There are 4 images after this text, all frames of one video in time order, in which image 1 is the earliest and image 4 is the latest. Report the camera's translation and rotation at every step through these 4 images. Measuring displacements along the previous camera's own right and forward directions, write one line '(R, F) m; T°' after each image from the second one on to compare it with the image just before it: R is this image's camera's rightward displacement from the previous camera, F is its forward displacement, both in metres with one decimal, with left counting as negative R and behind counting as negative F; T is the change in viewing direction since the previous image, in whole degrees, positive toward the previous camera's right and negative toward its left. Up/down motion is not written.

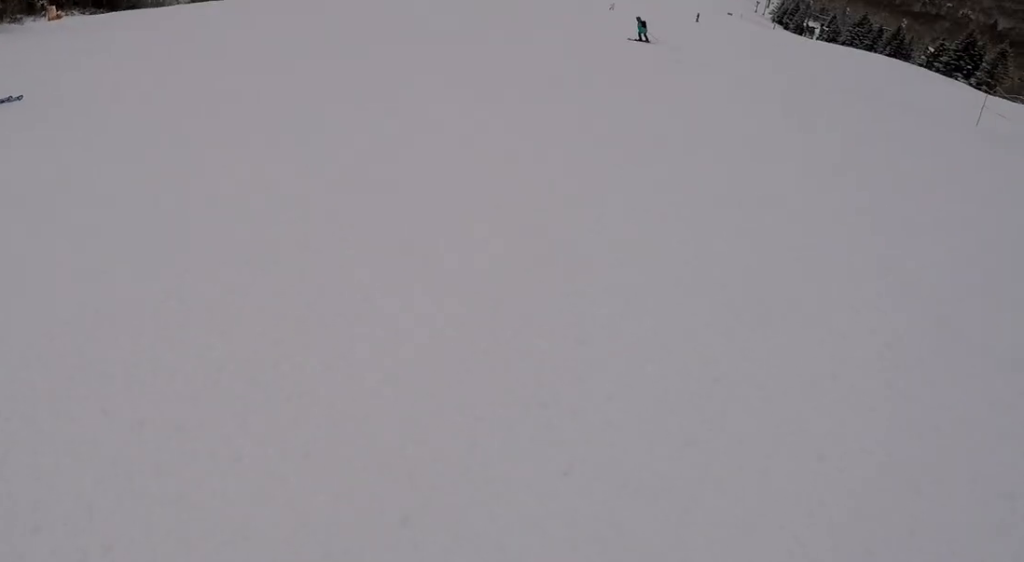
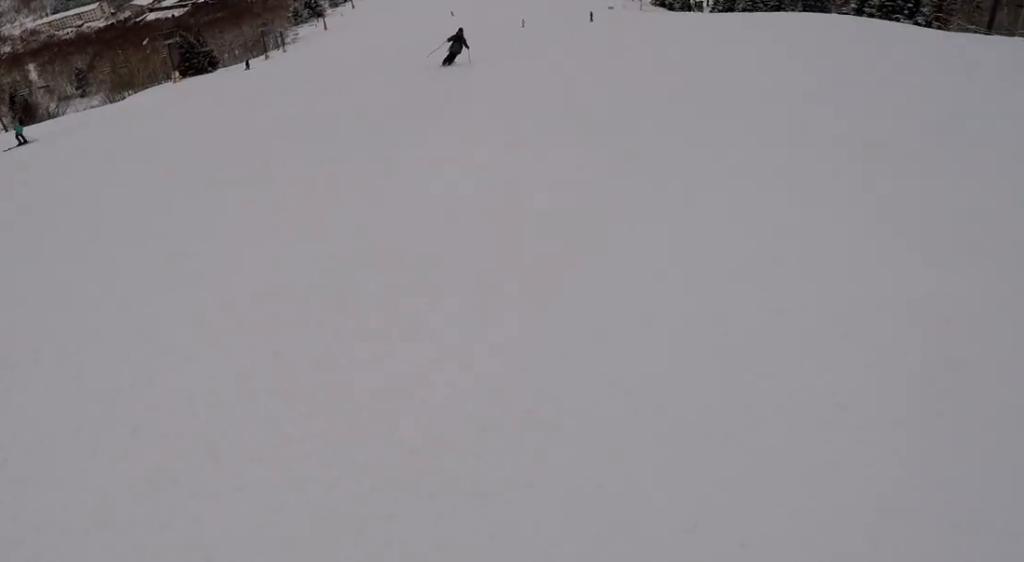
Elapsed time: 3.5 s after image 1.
(-0.1, +20.1) m; +13°
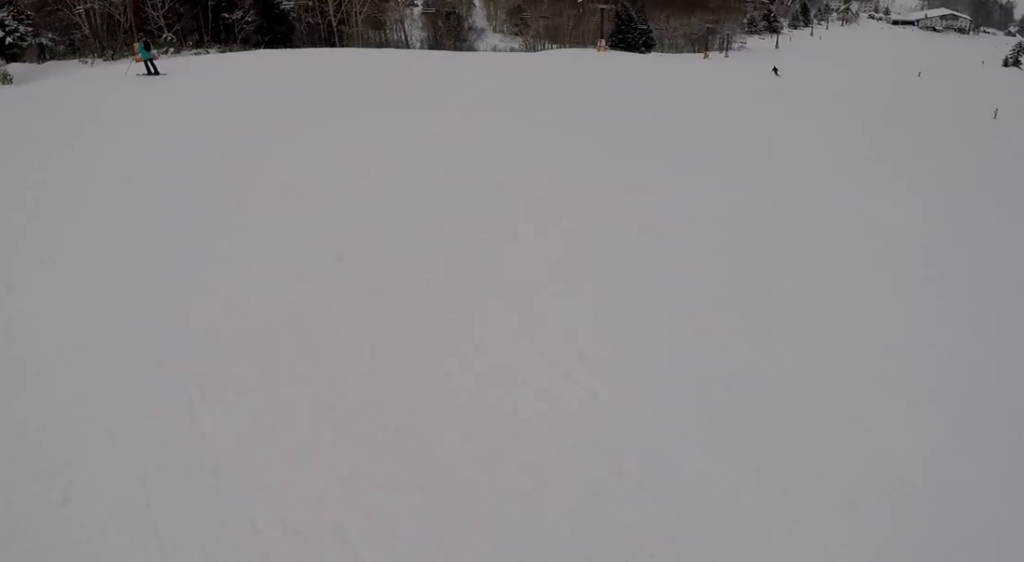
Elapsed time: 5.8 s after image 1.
(-6.0, +11.4) m; -31°
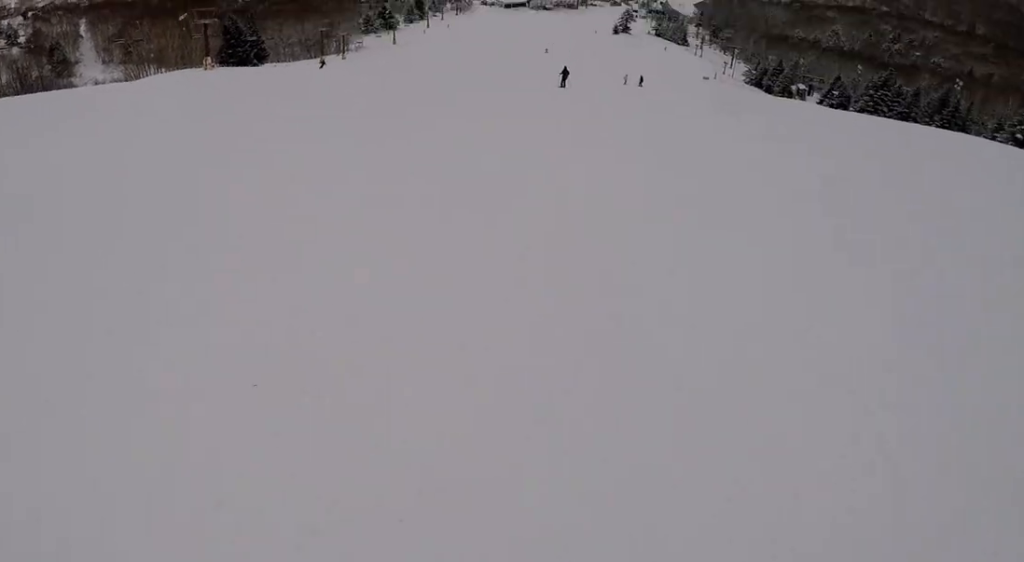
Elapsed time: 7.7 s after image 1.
(+2.7, +9.3) m; +15°
